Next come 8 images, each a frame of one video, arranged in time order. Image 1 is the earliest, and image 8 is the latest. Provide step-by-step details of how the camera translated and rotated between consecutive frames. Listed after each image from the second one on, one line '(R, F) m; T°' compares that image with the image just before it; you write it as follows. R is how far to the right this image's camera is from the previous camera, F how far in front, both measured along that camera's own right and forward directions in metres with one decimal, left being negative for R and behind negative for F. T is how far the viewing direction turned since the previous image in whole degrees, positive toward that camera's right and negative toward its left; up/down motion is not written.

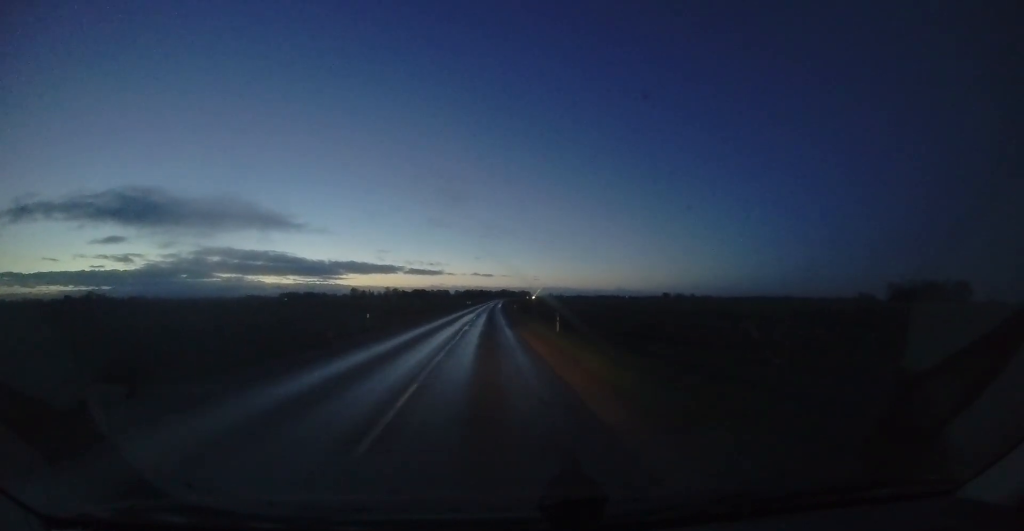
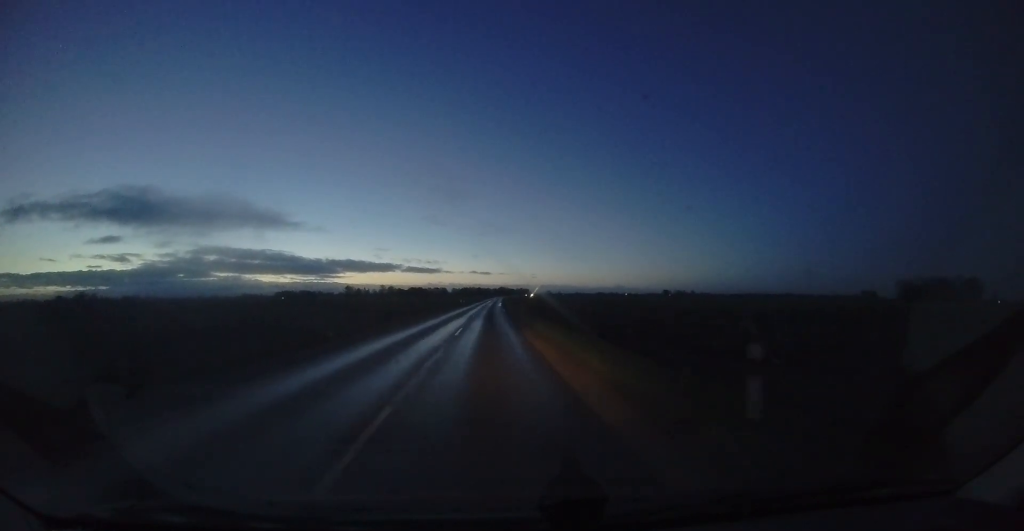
(0.0, +13.6) m; 0°
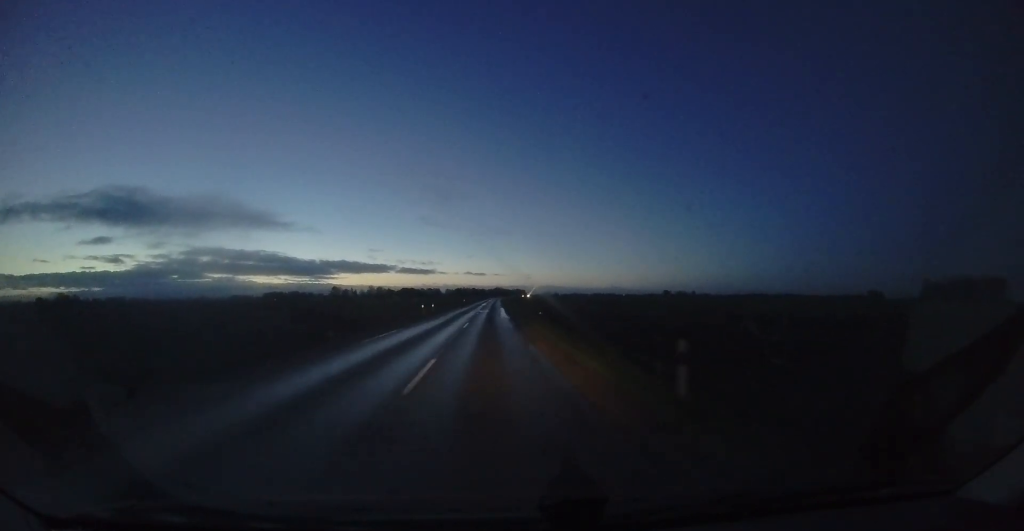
(0.0, +32.4) m; 0°
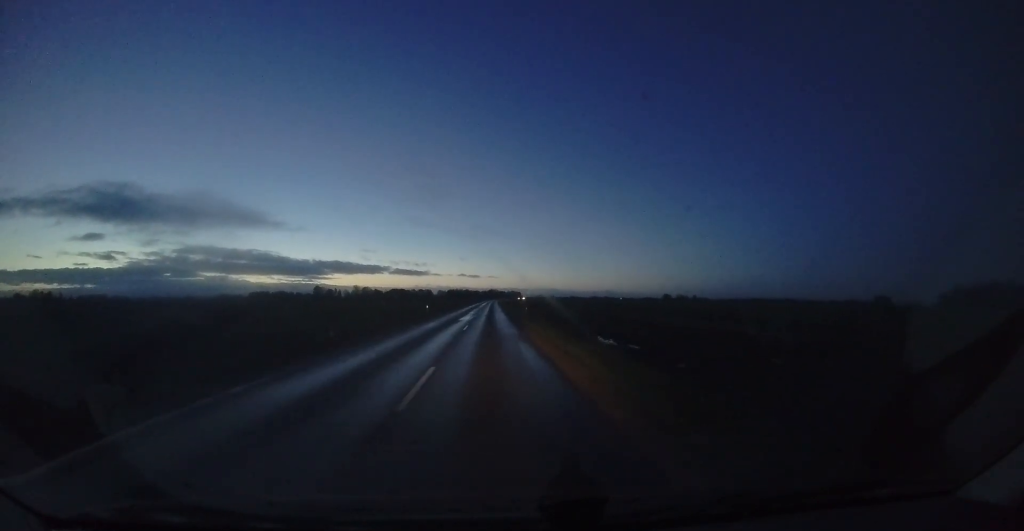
(+0.5, +36.6) m; +2°
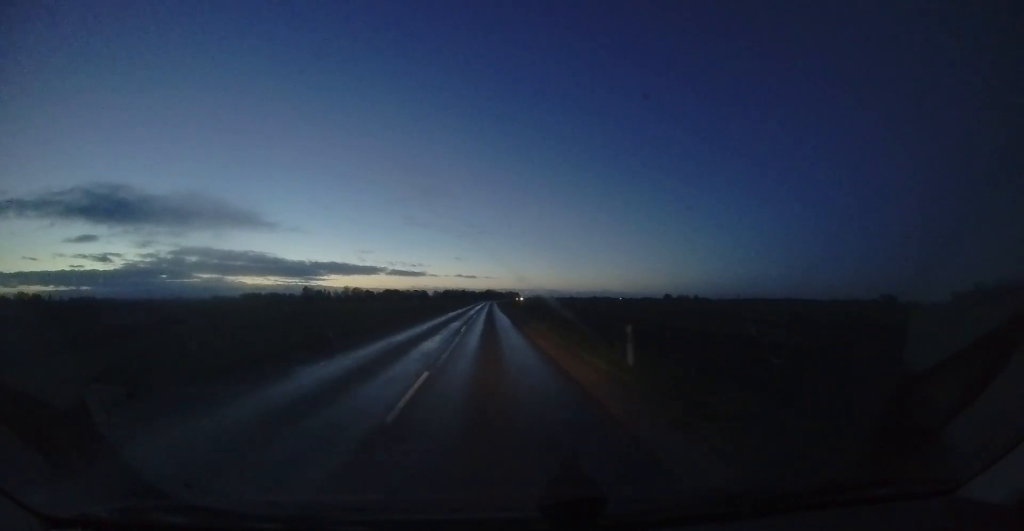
(+0.3, +24.6) m; +1°
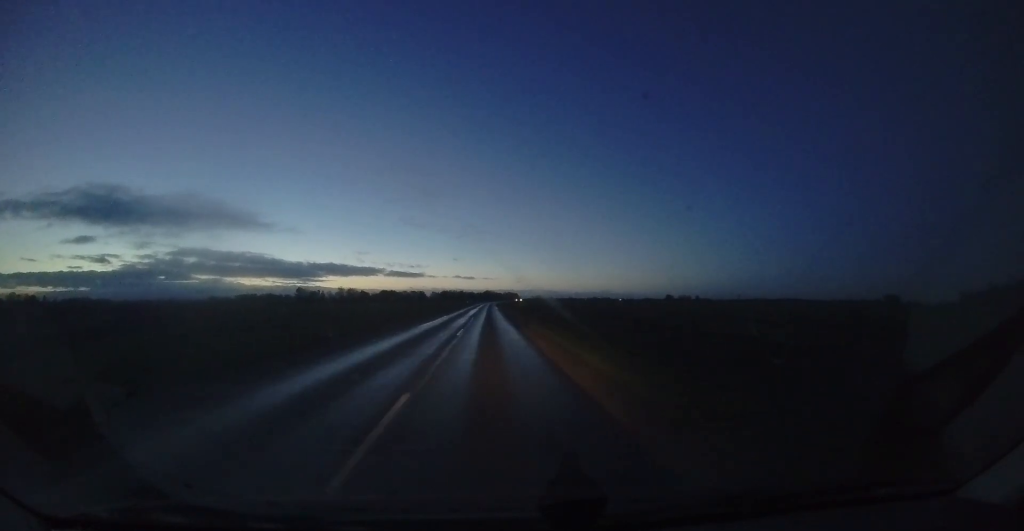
(-0.1, +13.5) m; 0°
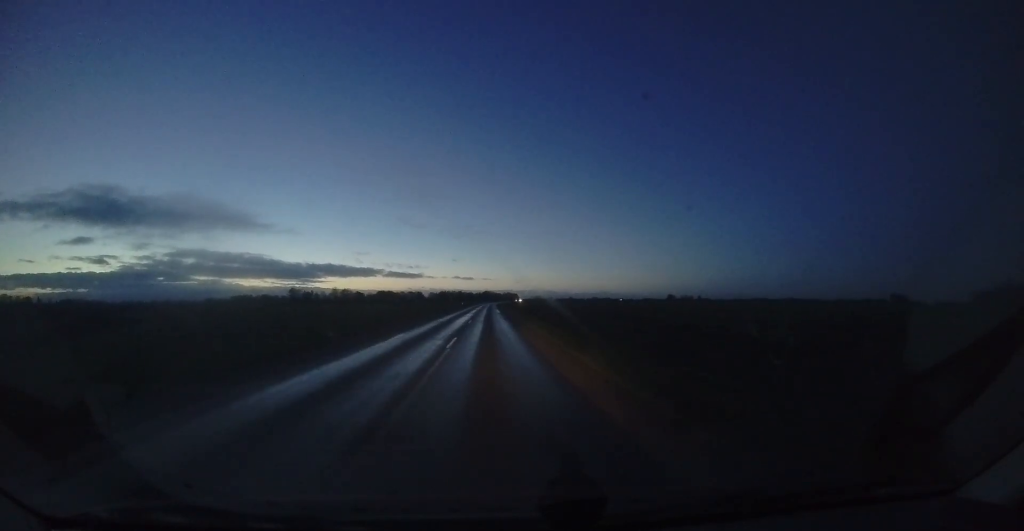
(+0.2, +15.2) m; +1°
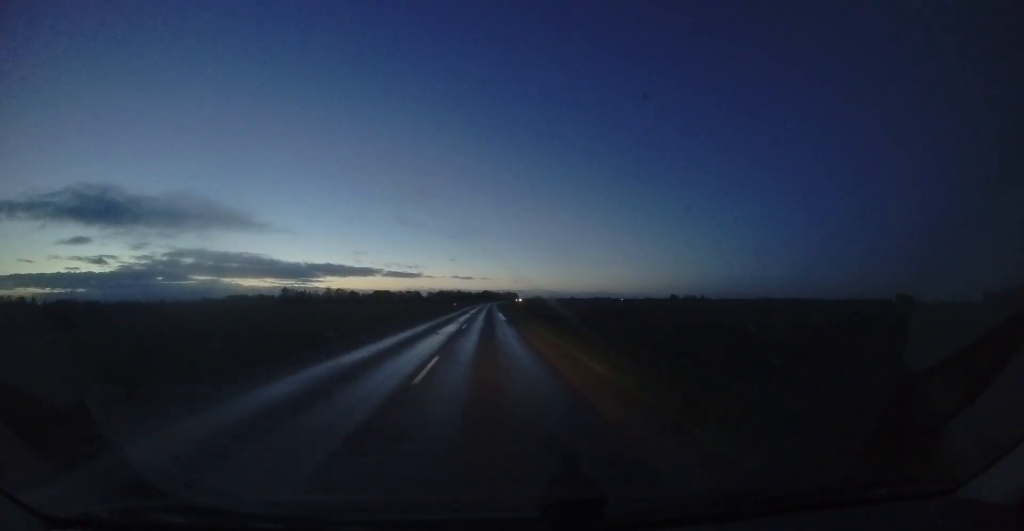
(+0.1, +16.9) m; +1°
